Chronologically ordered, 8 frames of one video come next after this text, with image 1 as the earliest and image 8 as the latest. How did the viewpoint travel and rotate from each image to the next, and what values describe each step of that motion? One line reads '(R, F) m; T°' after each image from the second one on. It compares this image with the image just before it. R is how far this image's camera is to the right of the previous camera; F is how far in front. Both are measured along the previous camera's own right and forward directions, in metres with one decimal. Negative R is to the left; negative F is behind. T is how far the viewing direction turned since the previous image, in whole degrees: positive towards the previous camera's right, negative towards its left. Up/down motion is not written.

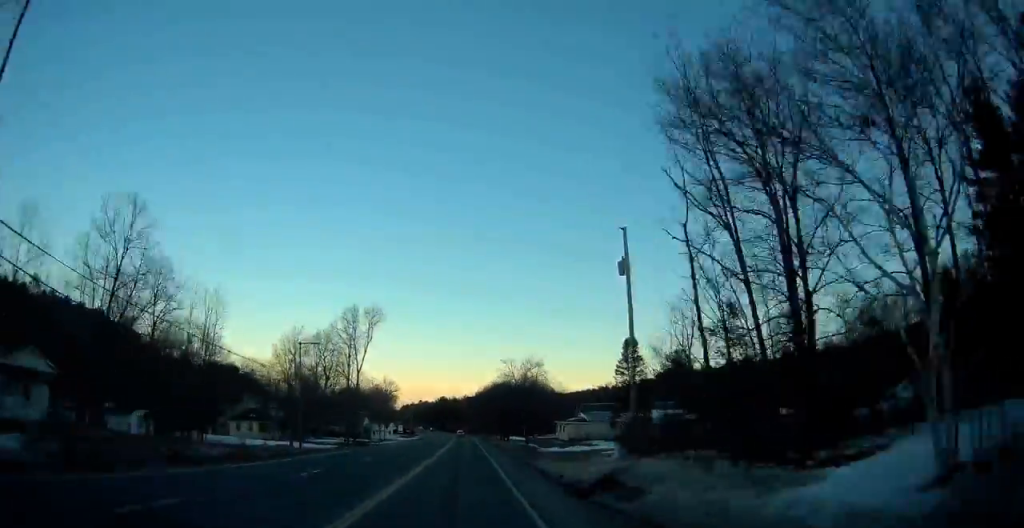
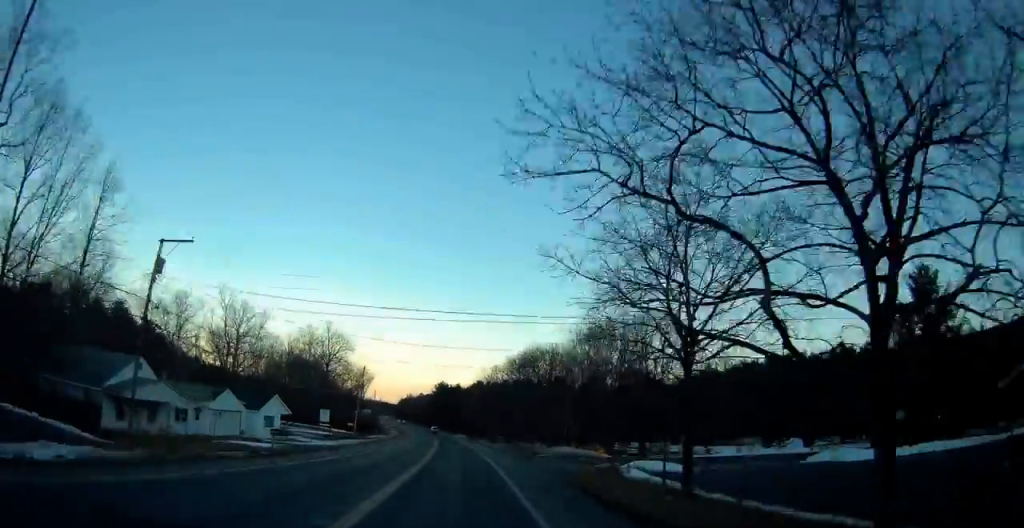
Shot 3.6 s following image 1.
(-0.5, +95.6) m; -1°
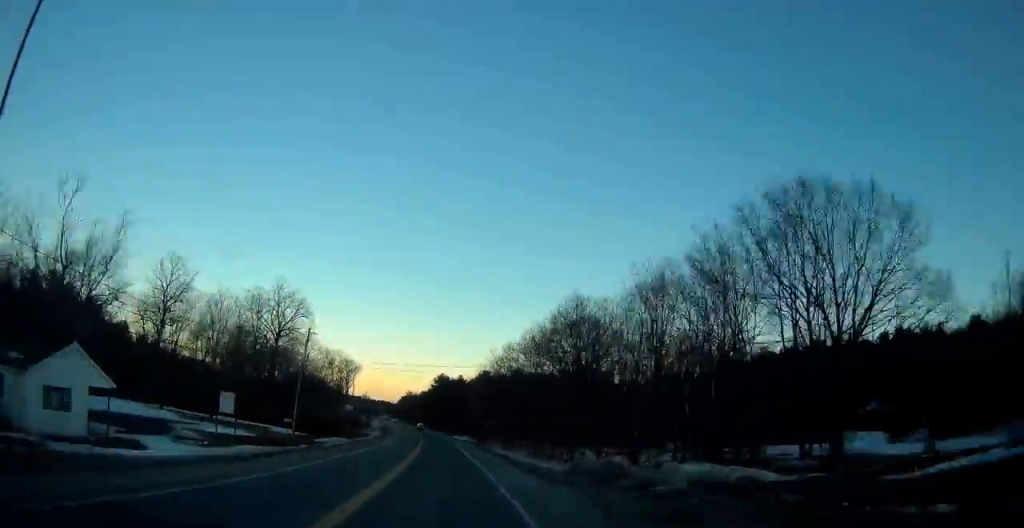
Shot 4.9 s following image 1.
(0.0, +33.8) m; -1°
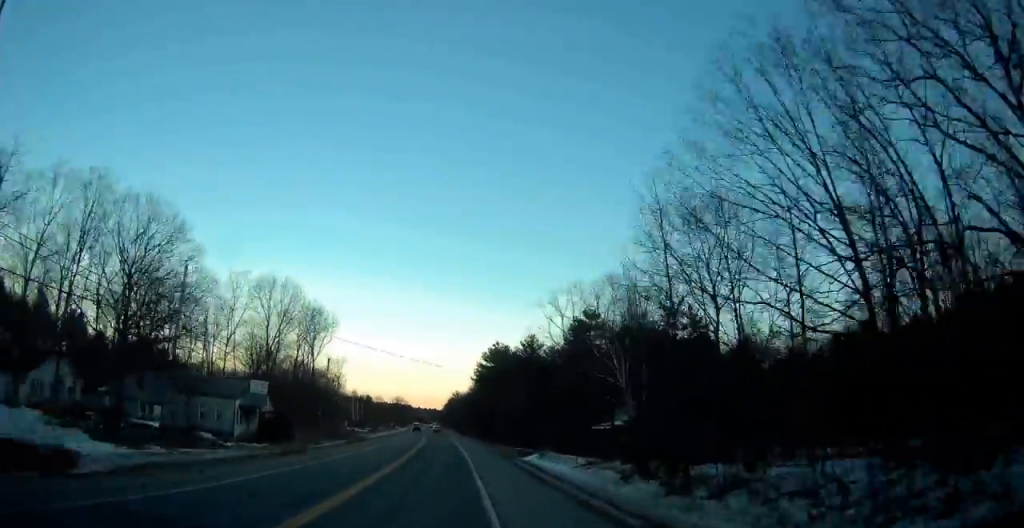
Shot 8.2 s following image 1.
(-3.8, +89.4) m; -5°
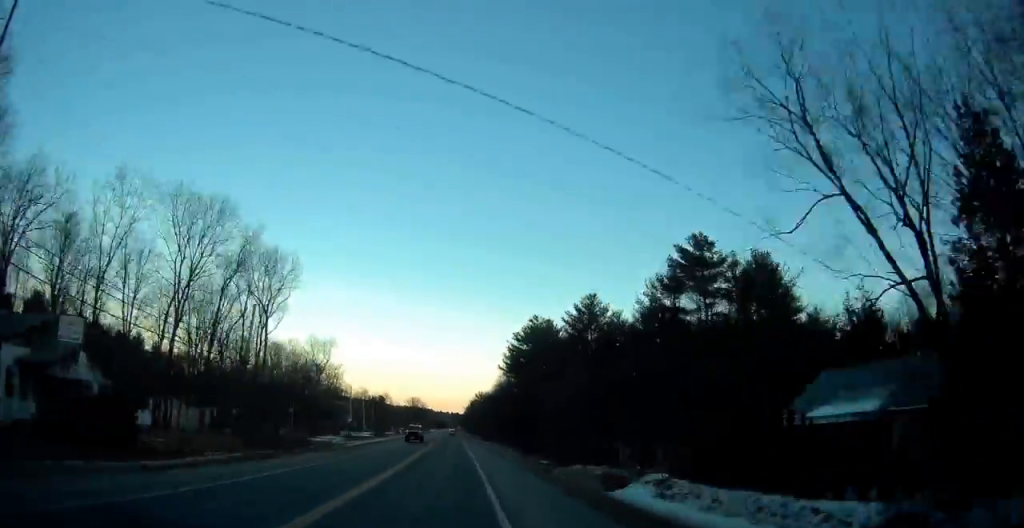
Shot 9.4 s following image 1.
(-0.6, +32.3) m; -2°
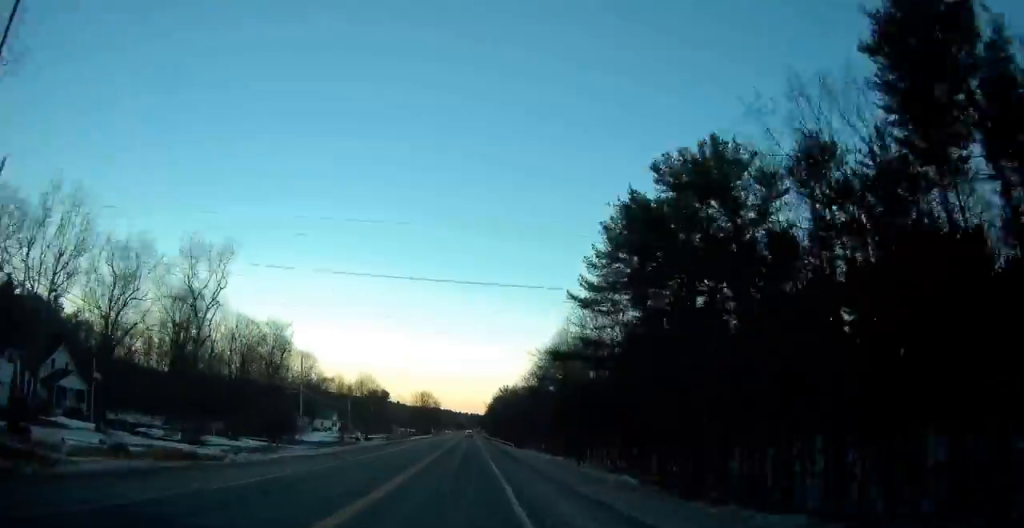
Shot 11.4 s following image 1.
(-1.1, +53.8) m; -2°
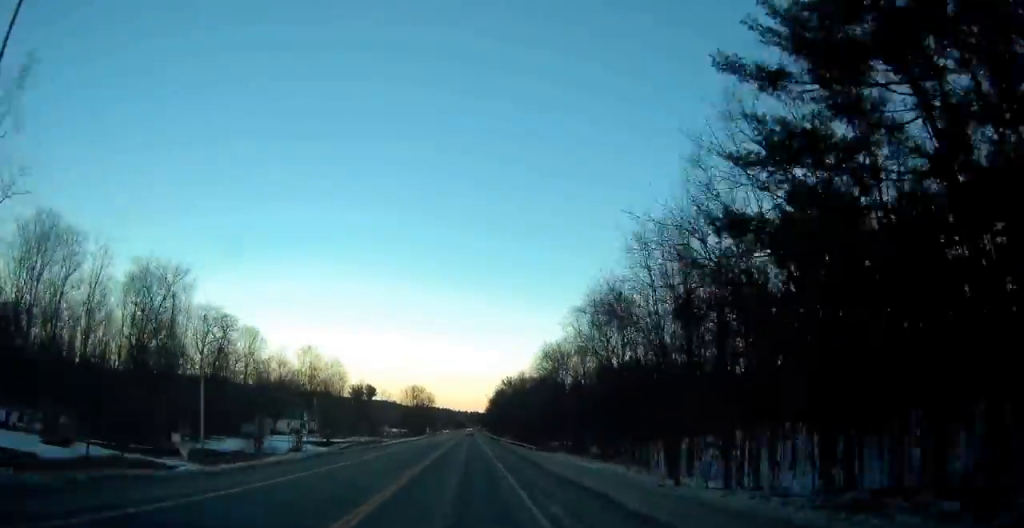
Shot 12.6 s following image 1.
(-0.1, +32.2) m; 0°
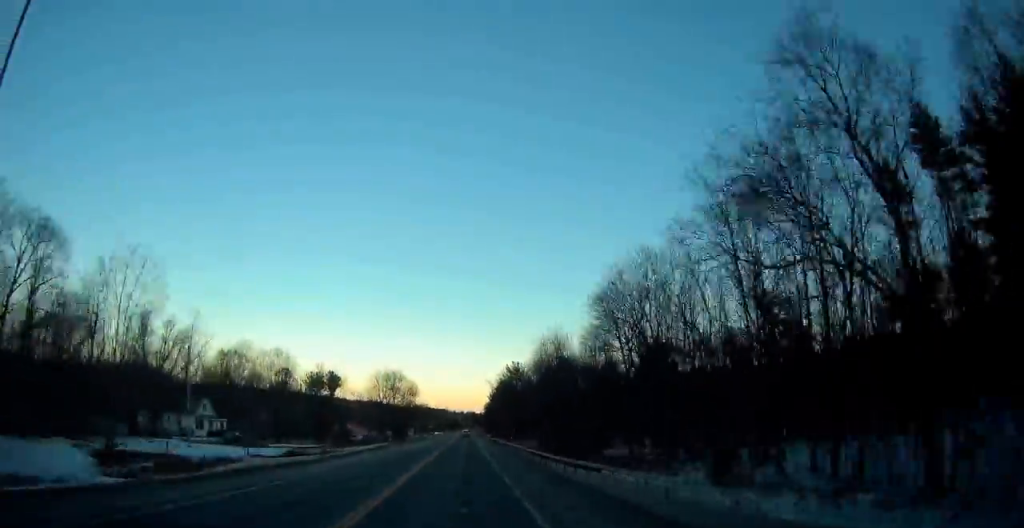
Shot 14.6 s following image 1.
(-0.3, +53.2) m; 0°
